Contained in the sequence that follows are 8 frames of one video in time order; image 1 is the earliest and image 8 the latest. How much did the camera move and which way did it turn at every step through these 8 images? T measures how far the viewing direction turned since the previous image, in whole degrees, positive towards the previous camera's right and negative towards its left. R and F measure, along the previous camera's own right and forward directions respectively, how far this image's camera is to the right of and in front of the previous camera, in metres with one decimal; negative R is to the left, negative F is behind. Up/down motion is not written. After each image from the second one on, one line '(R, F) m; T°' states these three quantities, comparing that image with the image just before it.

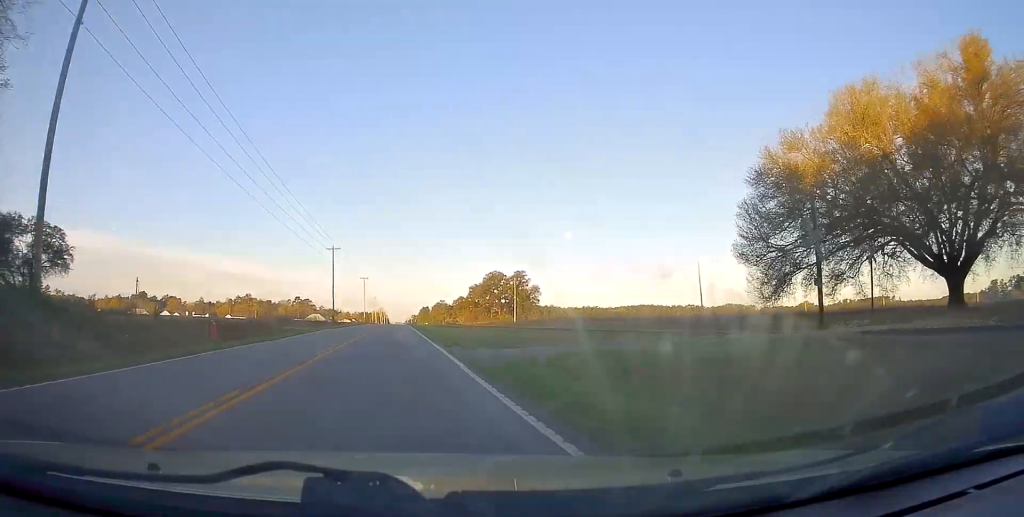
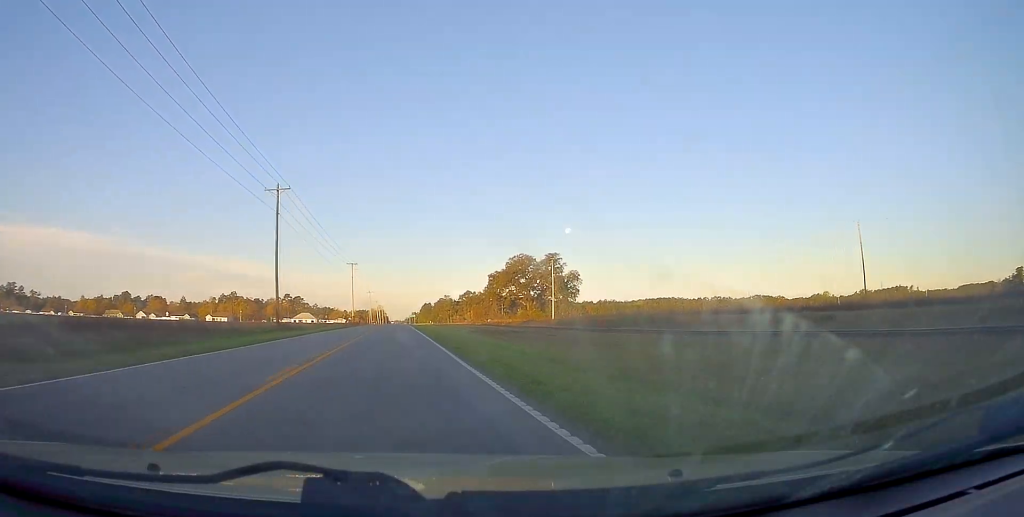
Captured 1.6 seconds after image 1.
(-0.5, +43.7) m; -1°
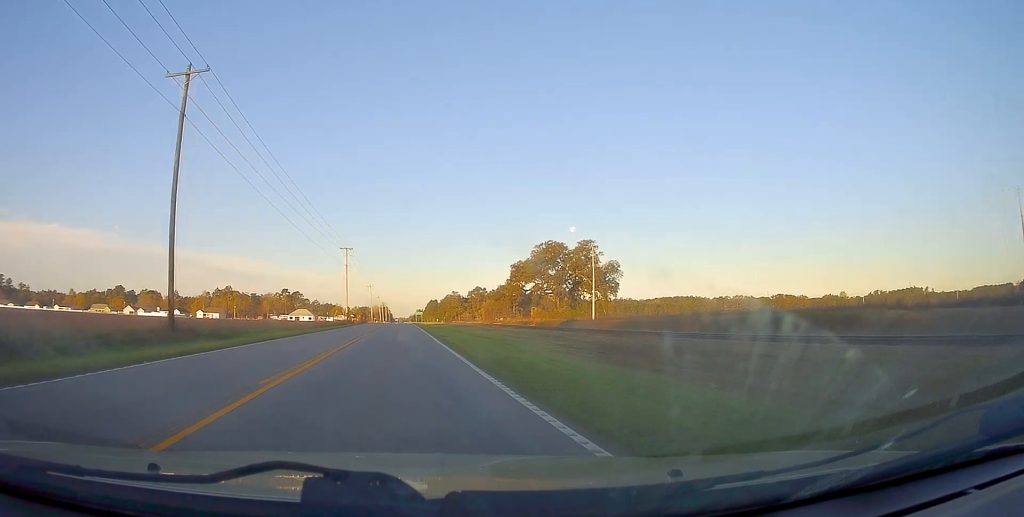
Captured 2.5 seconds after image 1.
(-0.1, +25.4) m; 0°
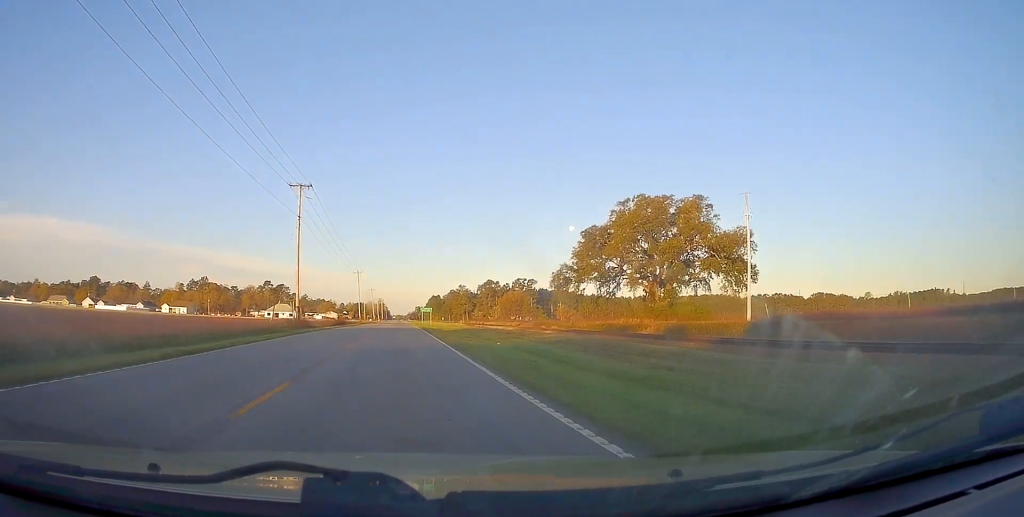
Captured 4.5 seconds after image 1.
(+0.5, +51.9) m; 0°
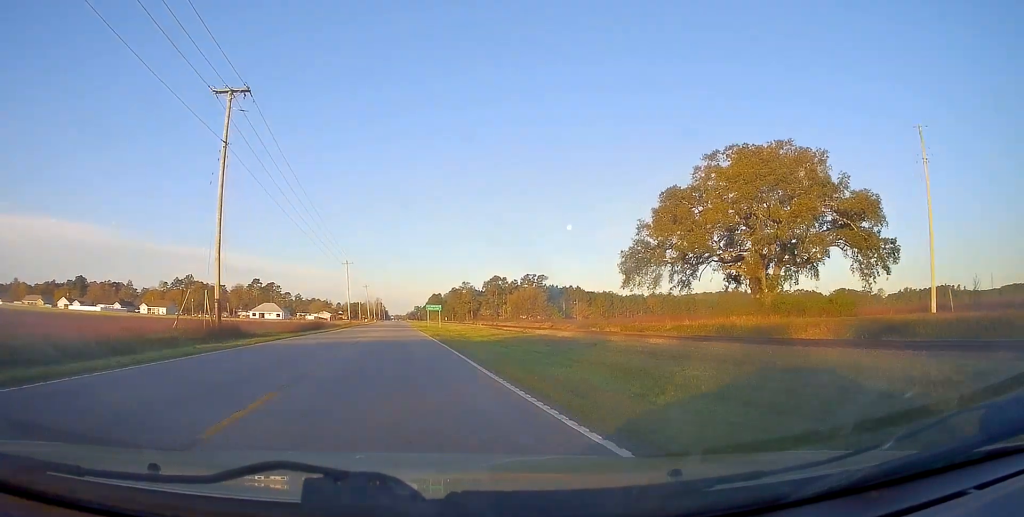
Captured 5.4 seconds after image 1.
(-0.3, +25.5) m; -1°
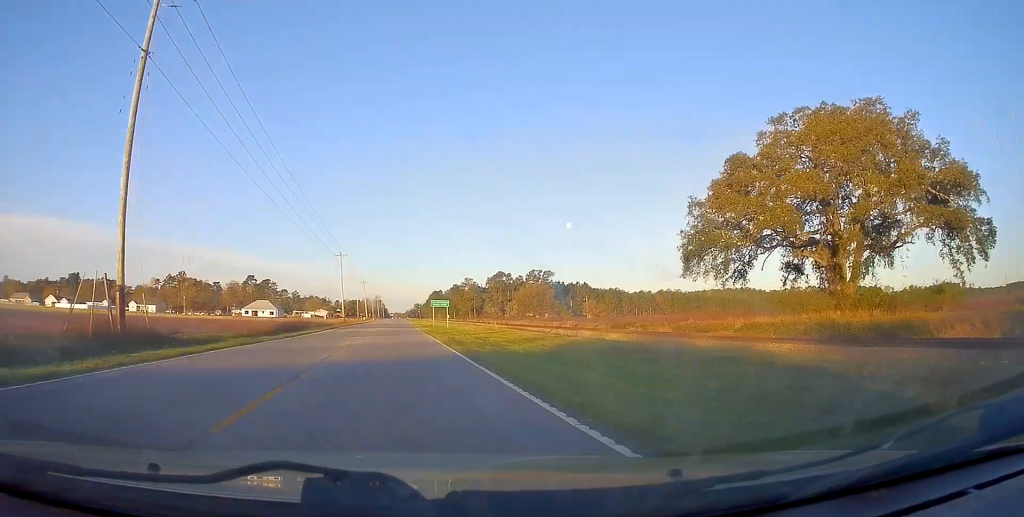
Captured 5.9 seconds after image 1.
(-0.4, +12.1) m; 0°
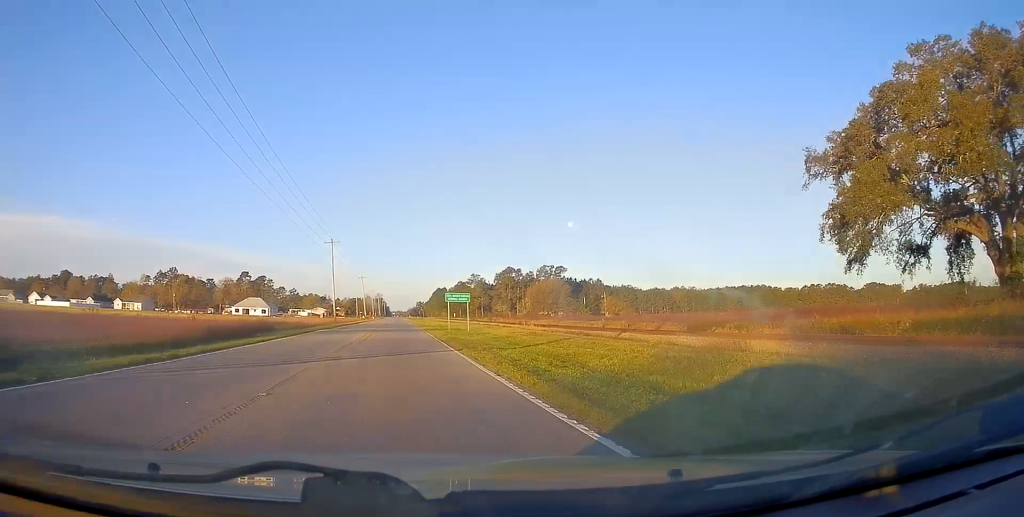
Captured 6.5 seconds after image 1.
(+0.4, +16.9) m; +1°
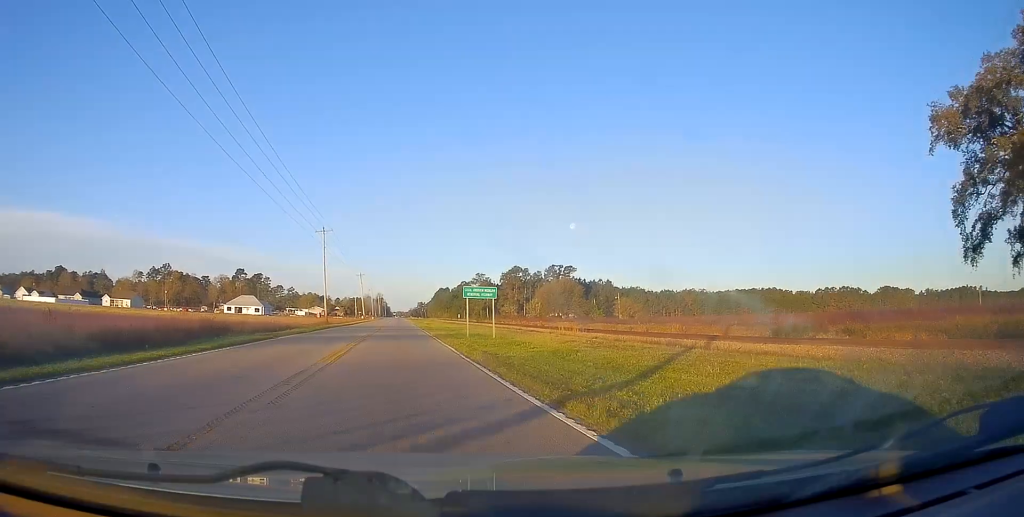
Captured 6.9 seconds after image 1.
(+0.2, +11.6) m; +1°
